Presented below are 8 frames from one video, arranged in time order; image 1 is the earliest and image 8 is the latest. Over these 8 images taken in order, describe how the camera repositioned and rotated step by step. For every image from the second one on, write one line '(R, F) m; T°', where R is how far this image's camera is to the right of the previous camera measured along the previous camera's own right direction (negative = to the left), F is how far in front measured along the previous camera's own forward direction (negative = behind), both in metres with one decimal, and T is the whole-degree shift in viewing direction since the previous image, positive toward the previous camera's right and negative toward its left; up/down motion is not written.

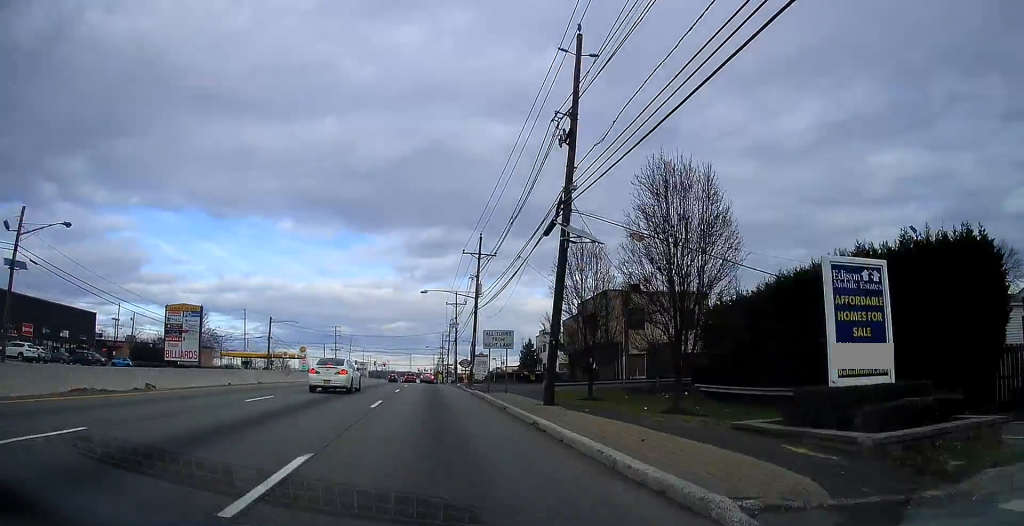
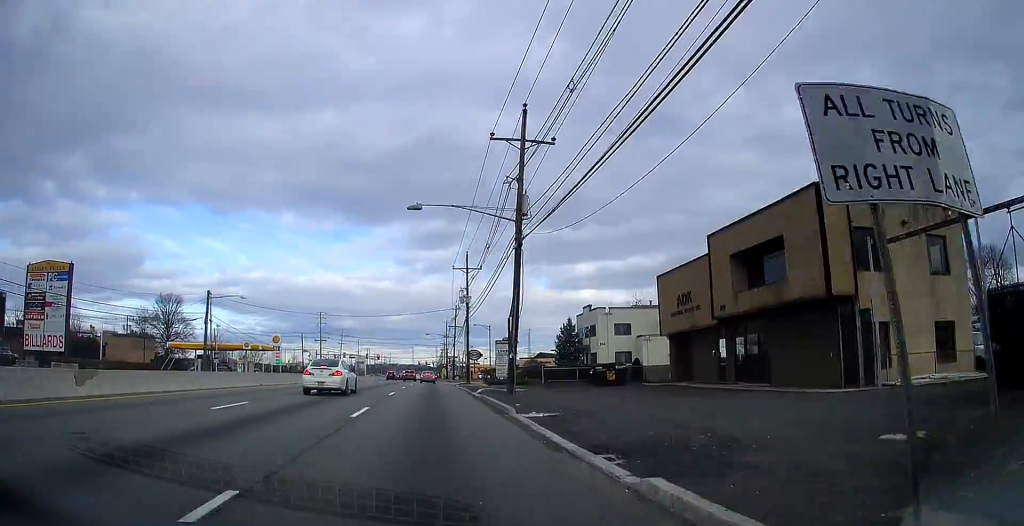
(+0.1, +27.0) m; 0°
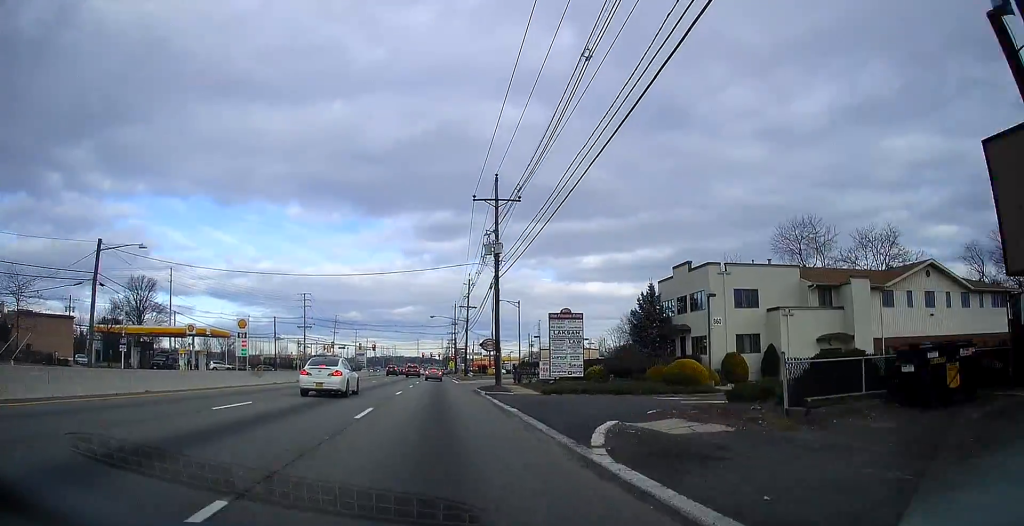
(-0.2, +24.7) m; -1°
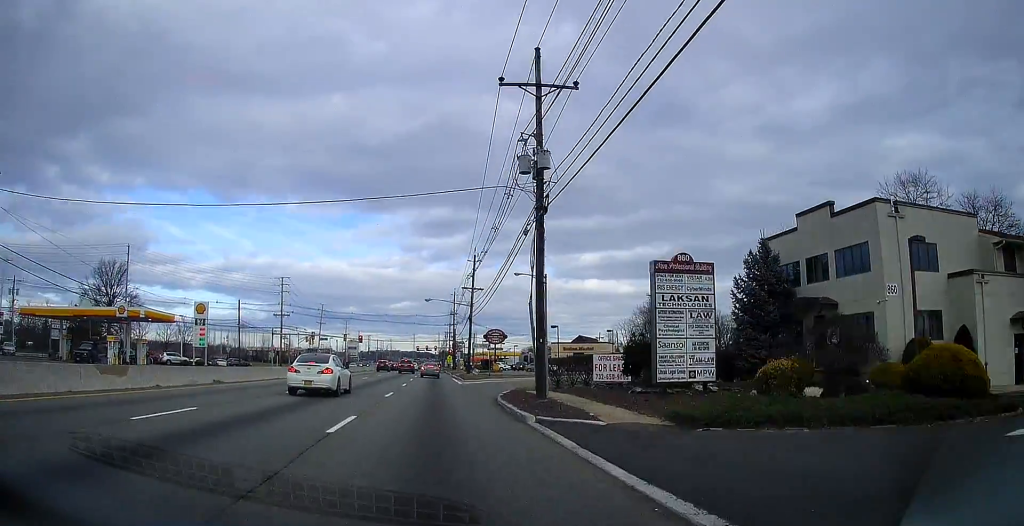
(+0.1, +16.4) m; +1°
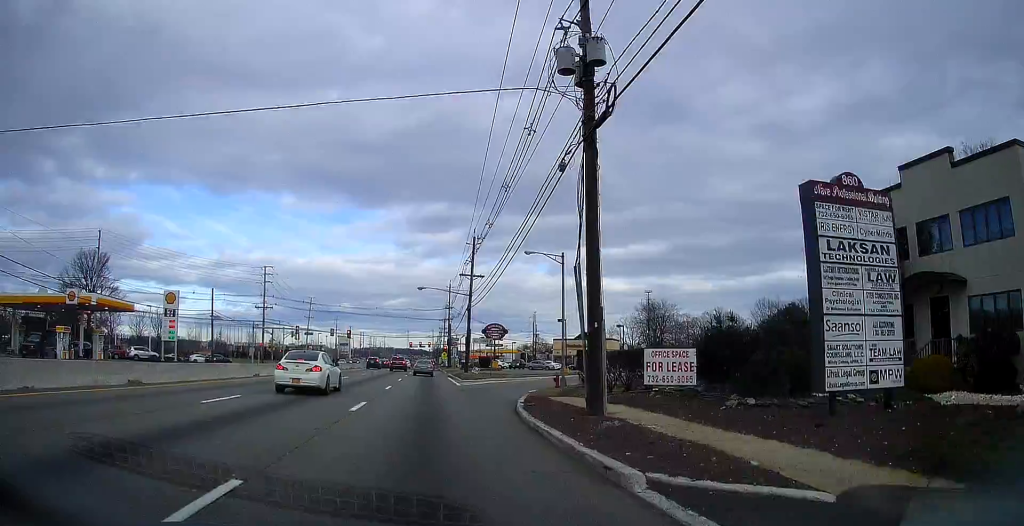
(0.0, +8.1) m; +1°
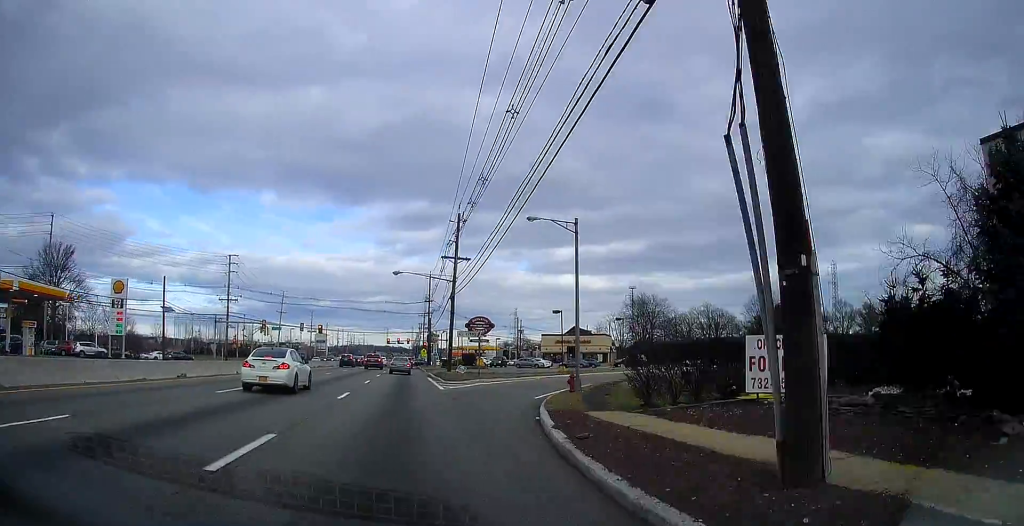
(+0.1, +8.7) m; +1°
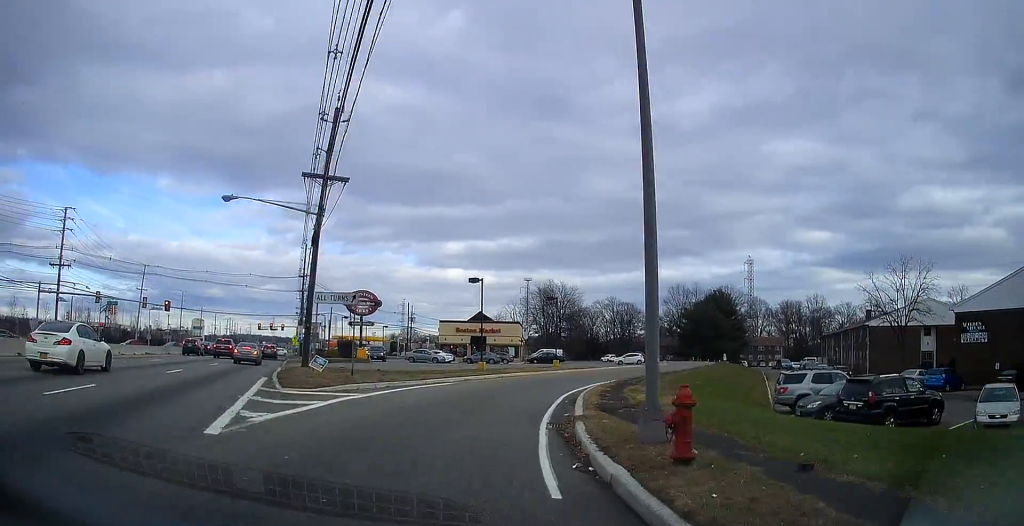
(+1.0, +20.5) m; +9°
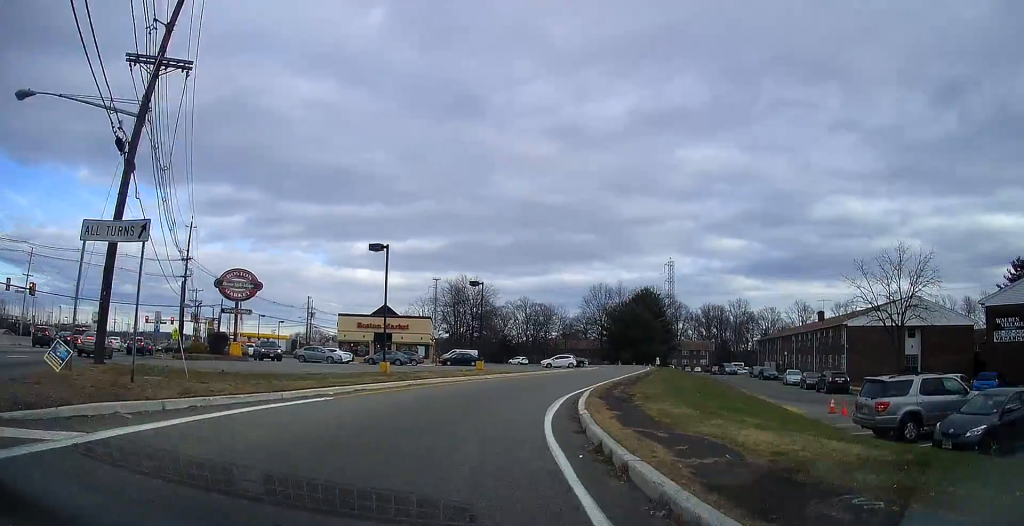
(+0.8, +11.9) m; +9°
